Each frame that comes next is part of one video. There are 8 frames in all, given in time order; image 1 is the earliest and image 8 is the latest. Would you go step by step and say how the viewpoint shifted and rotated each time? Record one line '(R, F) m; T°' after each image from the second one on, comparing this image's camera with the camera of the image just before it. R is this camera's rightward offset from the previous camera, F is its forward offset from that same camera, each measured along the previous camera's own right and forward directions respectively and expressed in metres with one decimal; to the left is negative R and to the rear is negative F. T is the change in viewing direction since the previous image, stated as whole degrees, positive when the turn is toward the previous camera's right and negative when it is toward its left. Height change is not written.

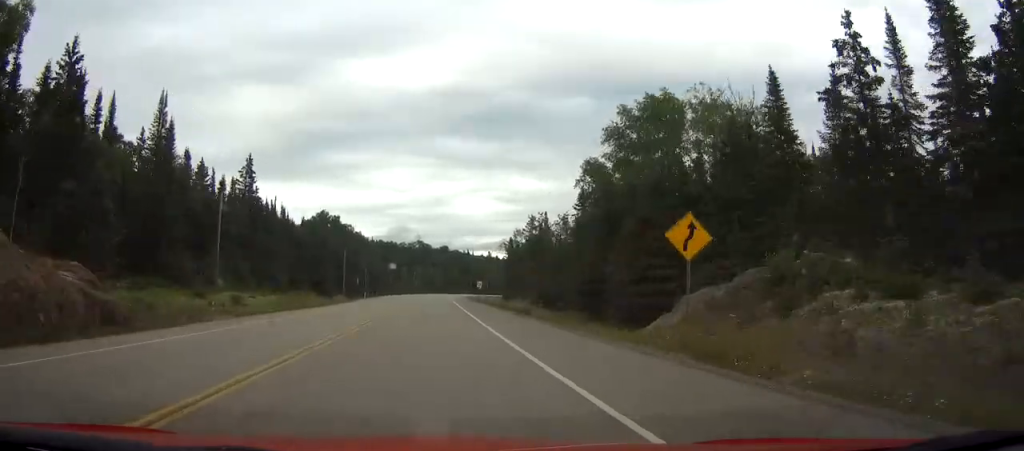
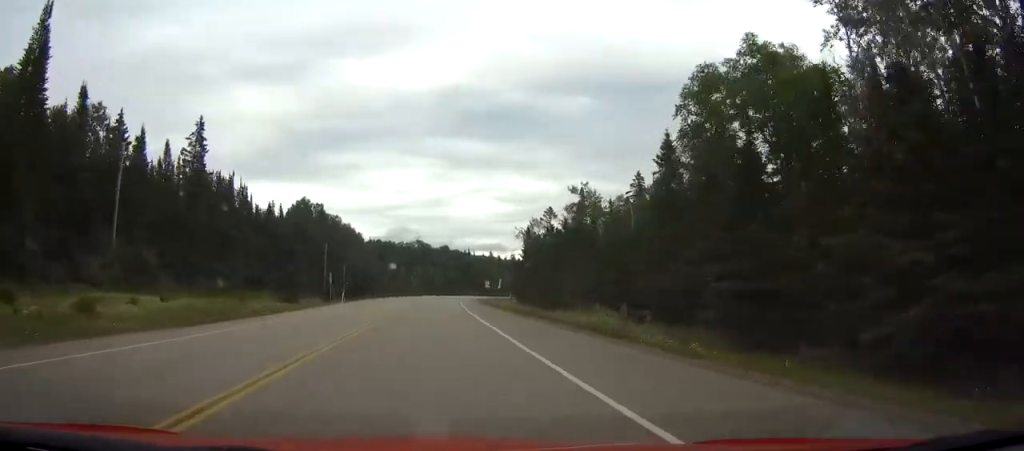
(+0.1, +23.3) m; 0°
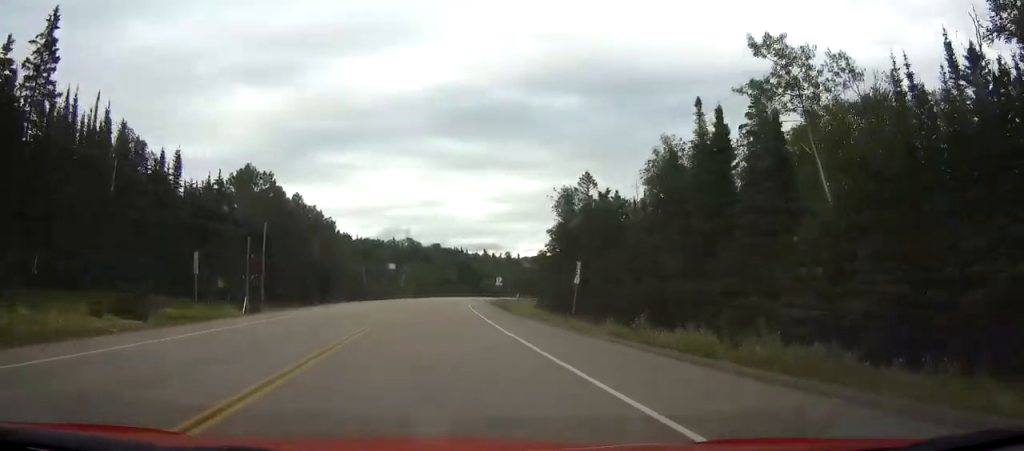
(+0.3, +35.5) m; +1°
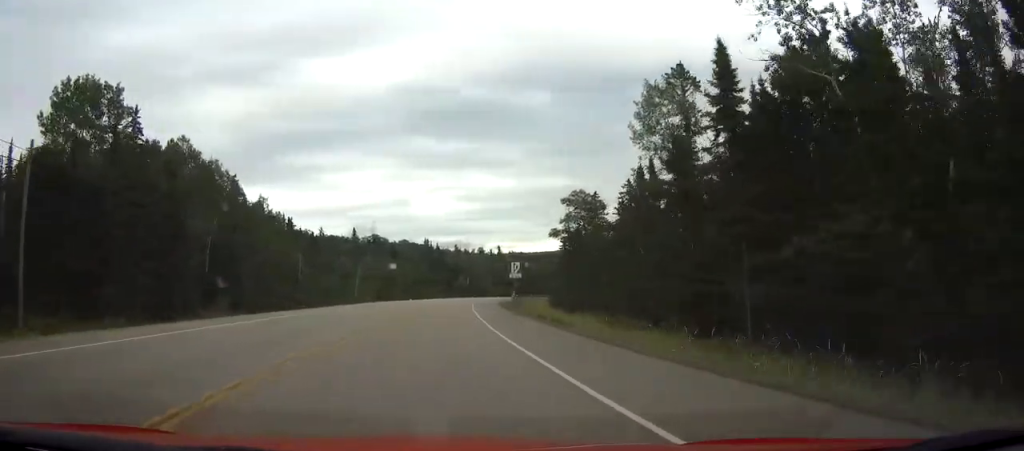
(+0.9, +42.6) m; +6°
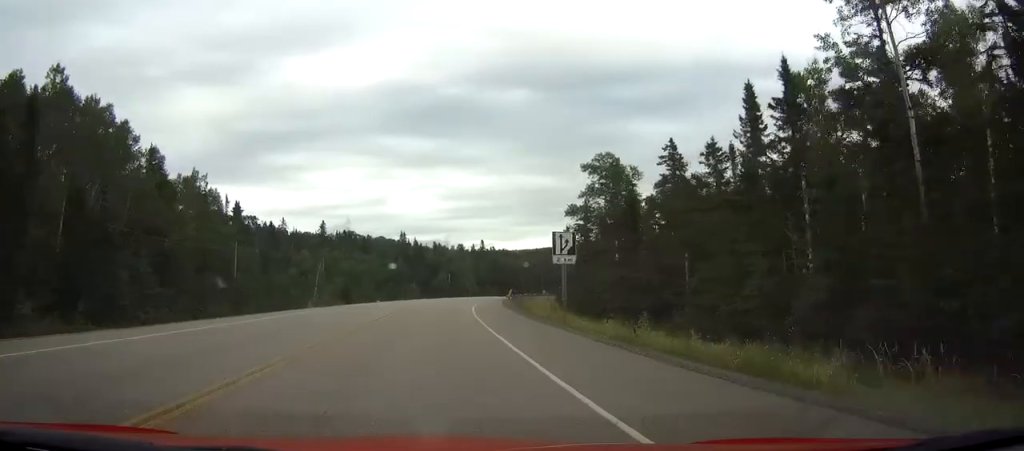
(+1.3, +24.2) m; +5°
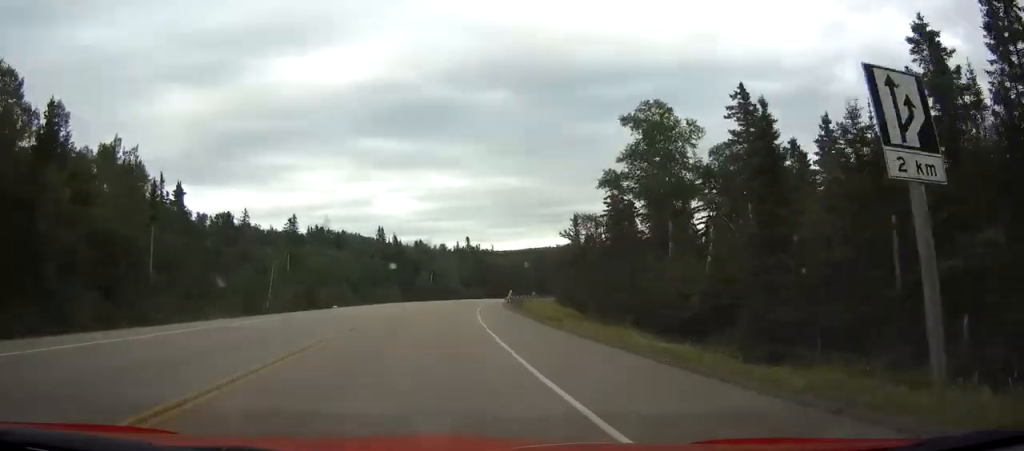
(+1.1, +20.3) m; +3°
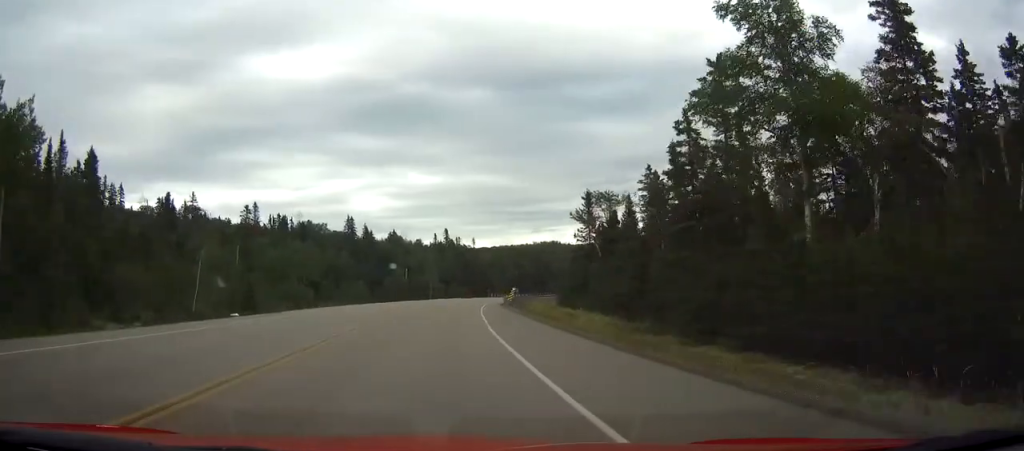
(0.0, +21.4) m; 0°
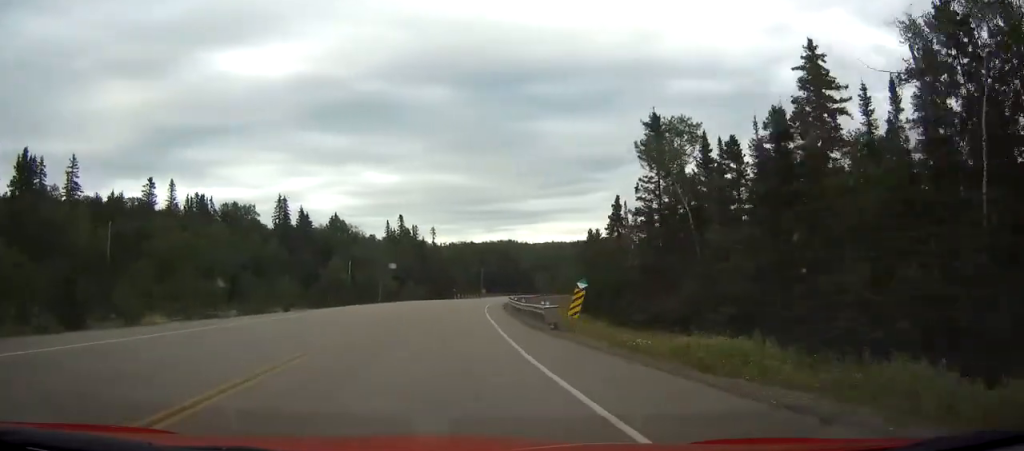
(0.0, +35.7) m; 0°
